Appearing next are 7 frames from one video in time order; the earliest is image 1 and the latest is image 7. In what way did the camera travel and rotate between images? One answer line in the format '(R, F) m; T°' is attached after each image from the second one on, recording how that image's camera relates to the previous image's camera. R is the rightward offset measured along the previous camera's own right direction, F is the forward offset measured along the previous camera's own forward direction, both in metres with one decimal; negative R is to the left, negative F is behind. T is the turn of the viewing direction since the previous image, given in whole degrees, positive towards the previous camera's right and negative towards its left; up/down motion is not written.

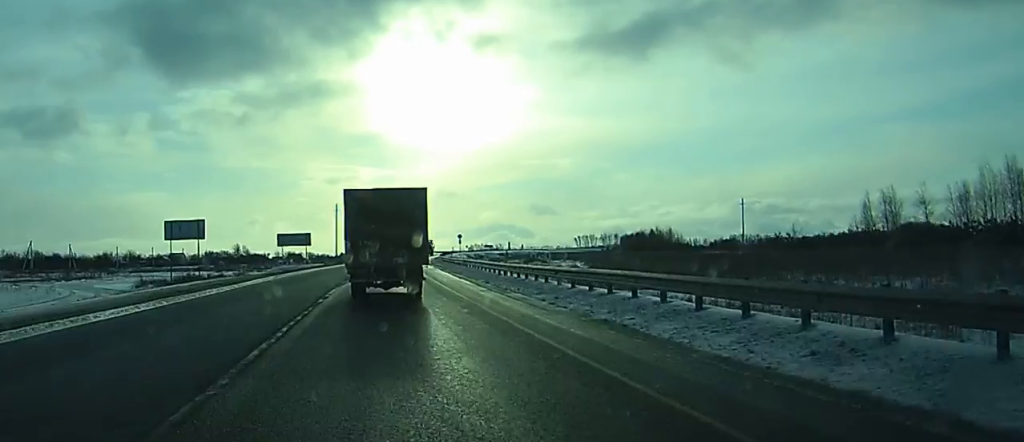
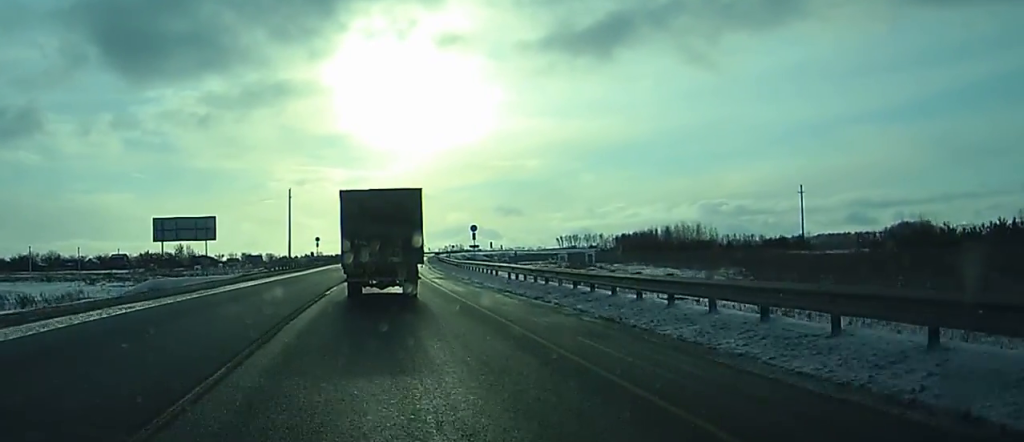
(+1.5, +48.2) m; +3°
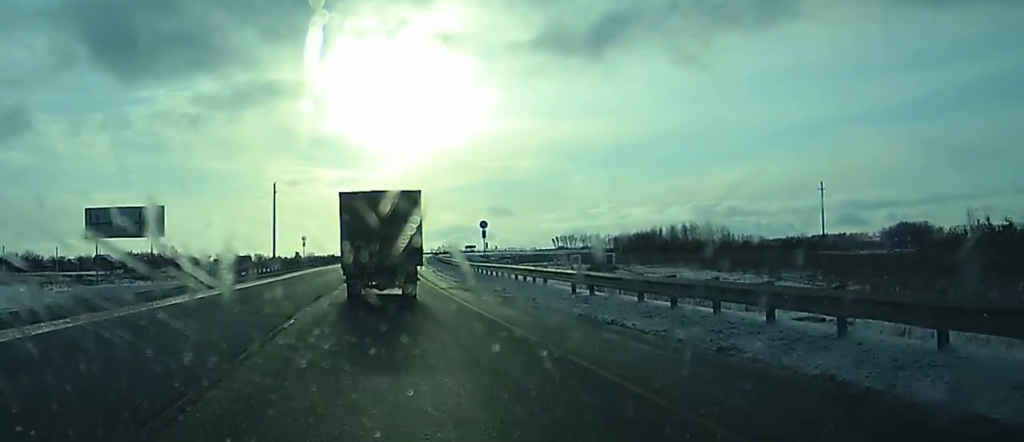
(0.0, +12.1) m; 0°
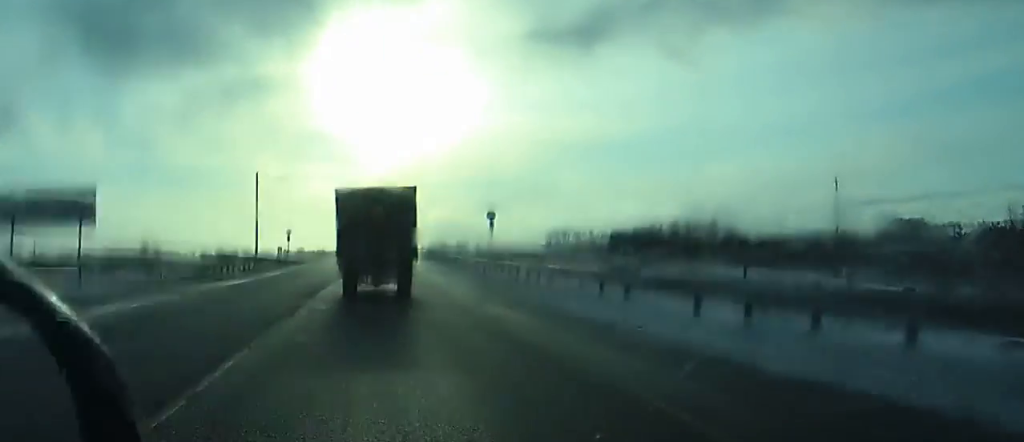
(0.0, +9.6) m; +1°
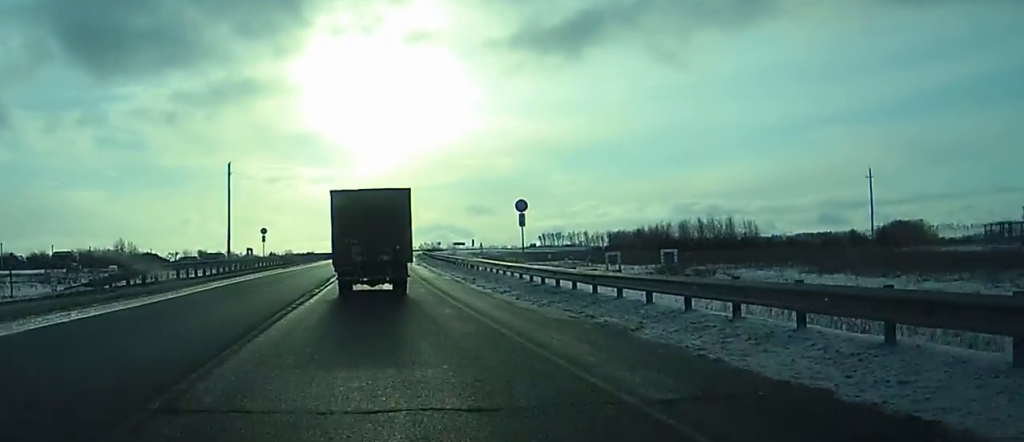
(+0.1, +15.9) m; +1°
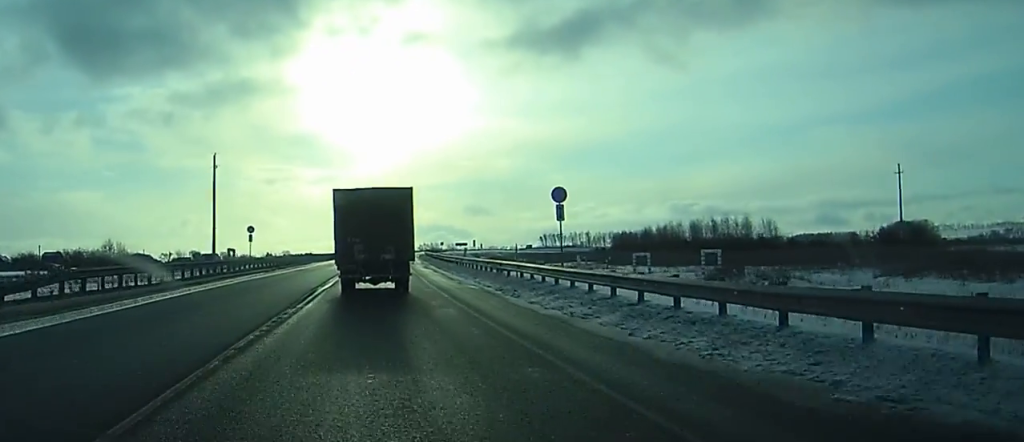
(+0.1, +9.5) m; +1°
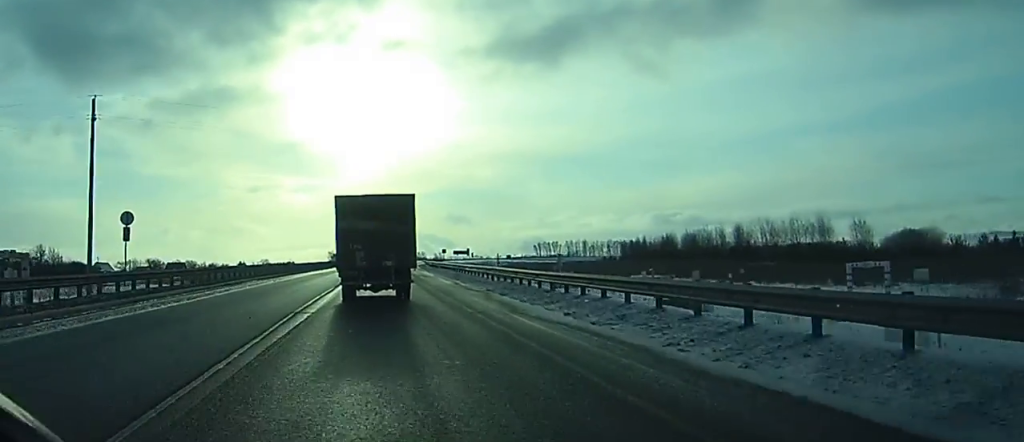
(+0.4, +38.4) m; +1°
